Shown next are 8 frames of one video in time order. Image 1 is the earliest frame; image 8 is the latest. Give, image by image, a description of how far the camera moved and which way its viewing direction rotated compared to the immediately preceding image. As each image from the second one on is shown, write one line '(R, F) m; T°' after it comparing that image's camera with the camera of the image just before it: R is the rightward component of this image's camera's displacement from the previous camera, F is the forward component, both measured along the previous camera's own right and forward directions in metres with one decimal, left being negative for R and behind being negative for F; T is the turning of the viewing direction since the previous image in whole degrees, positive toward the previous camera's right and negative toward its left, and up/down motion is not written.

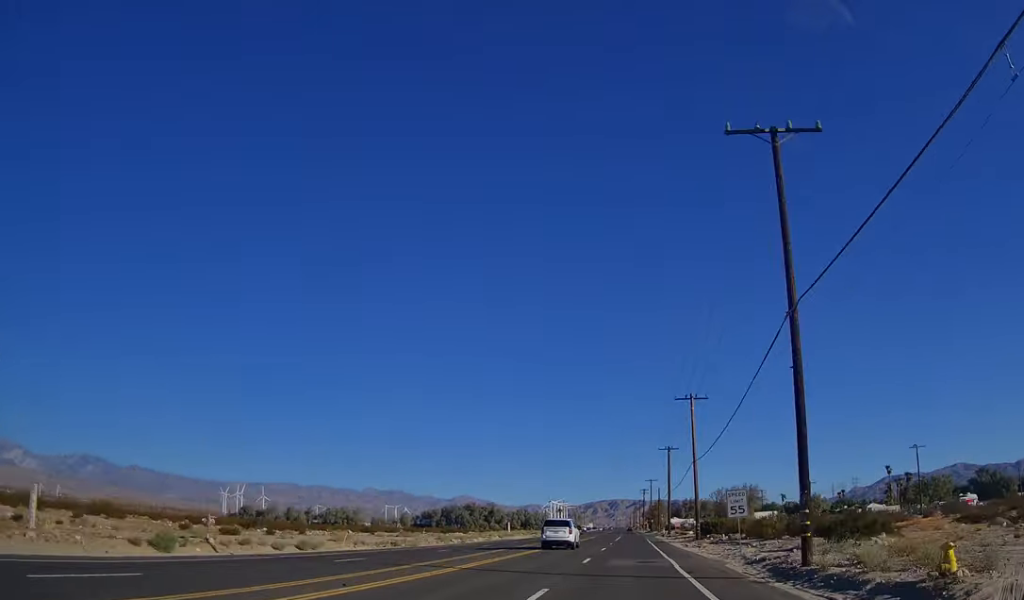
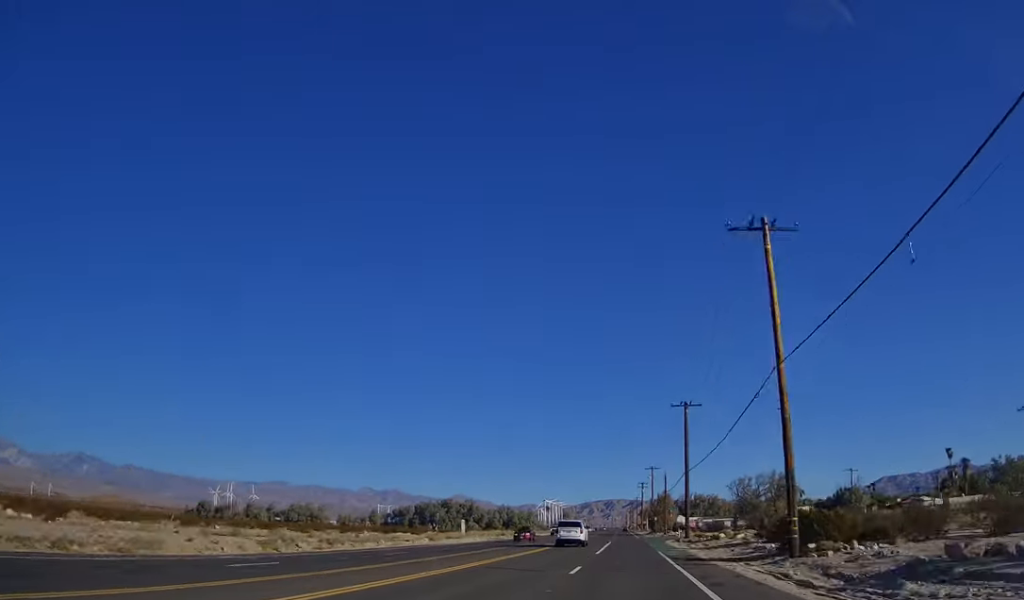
(+0.4, +35.6) m; 0°
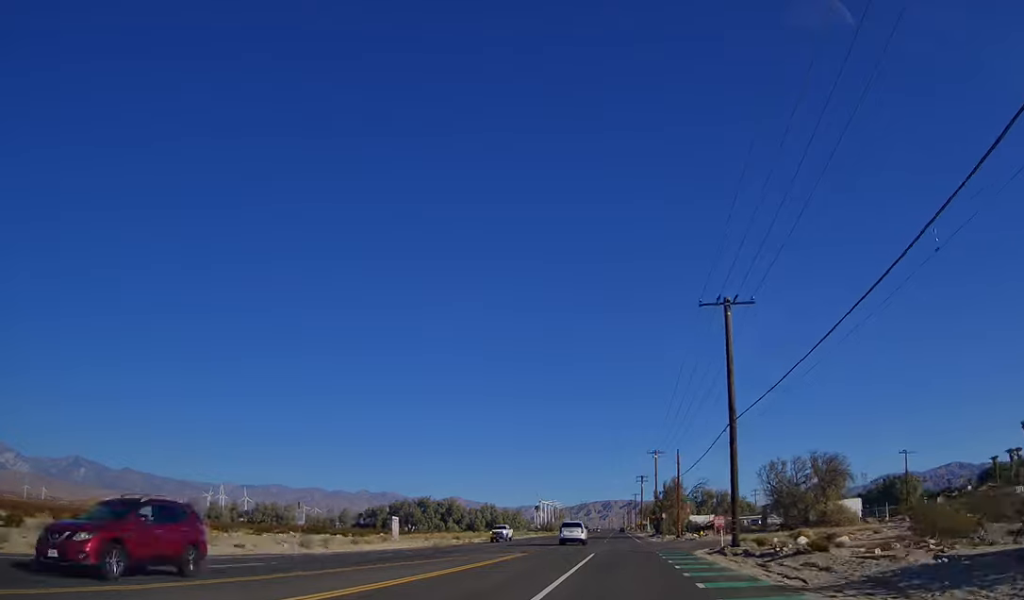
(+0.1, +29.5) m; 0°
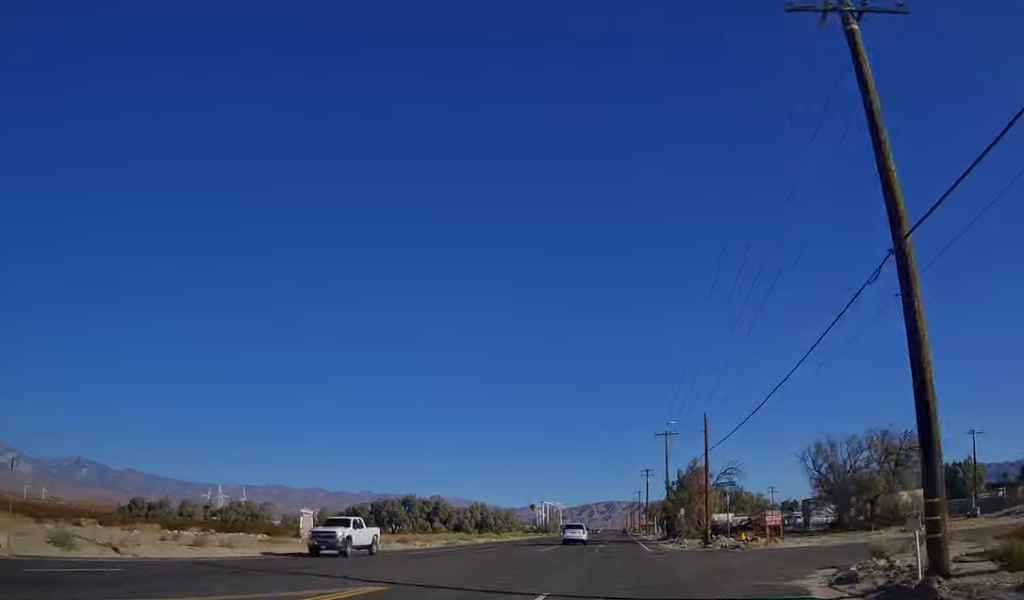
(0.0, +22.1) m; 0°
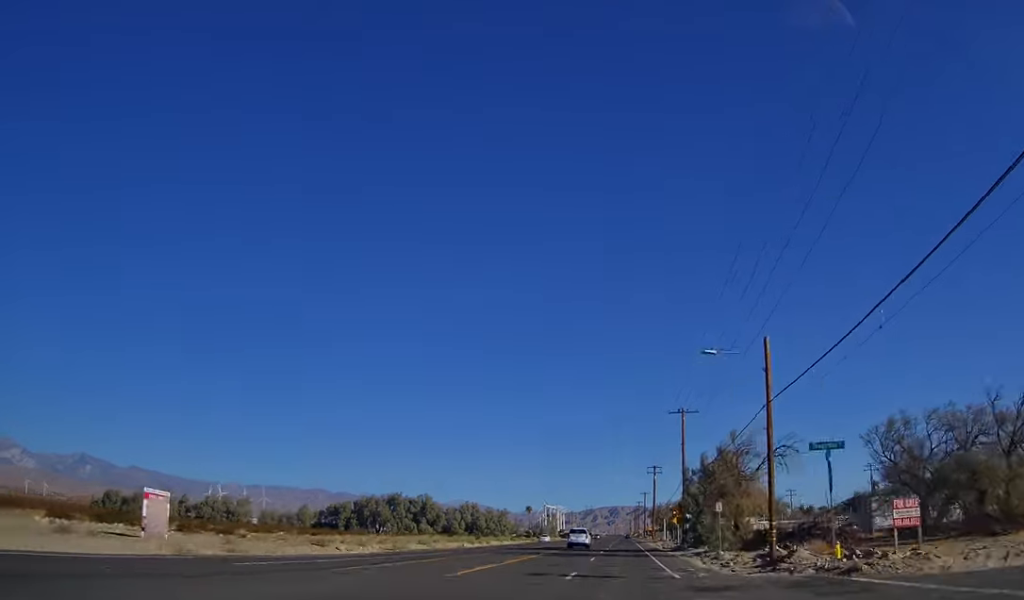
(0.0, +19.0) m; 0°
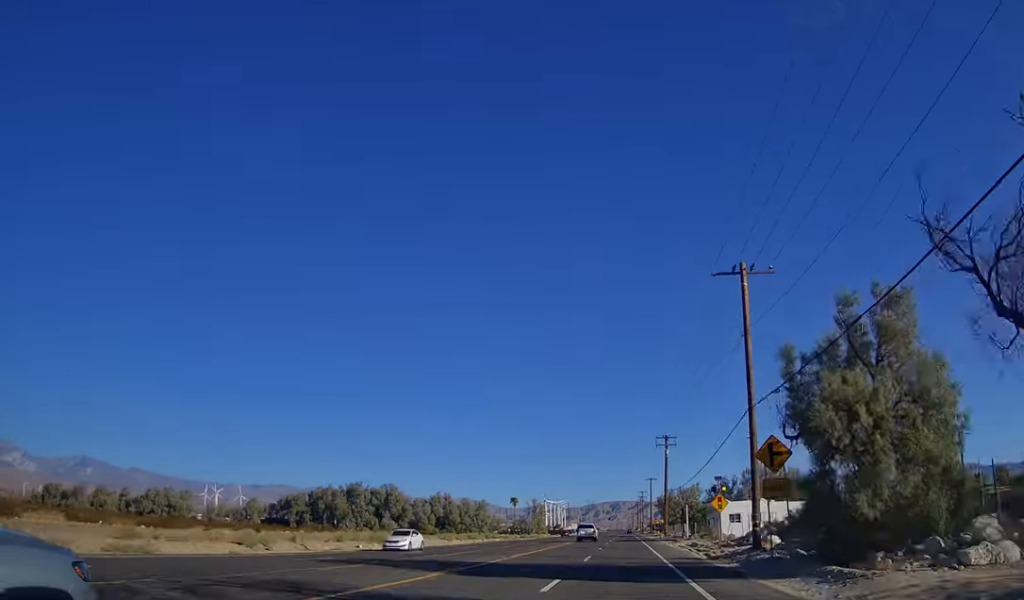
(0.0, +35.2) m; 0°
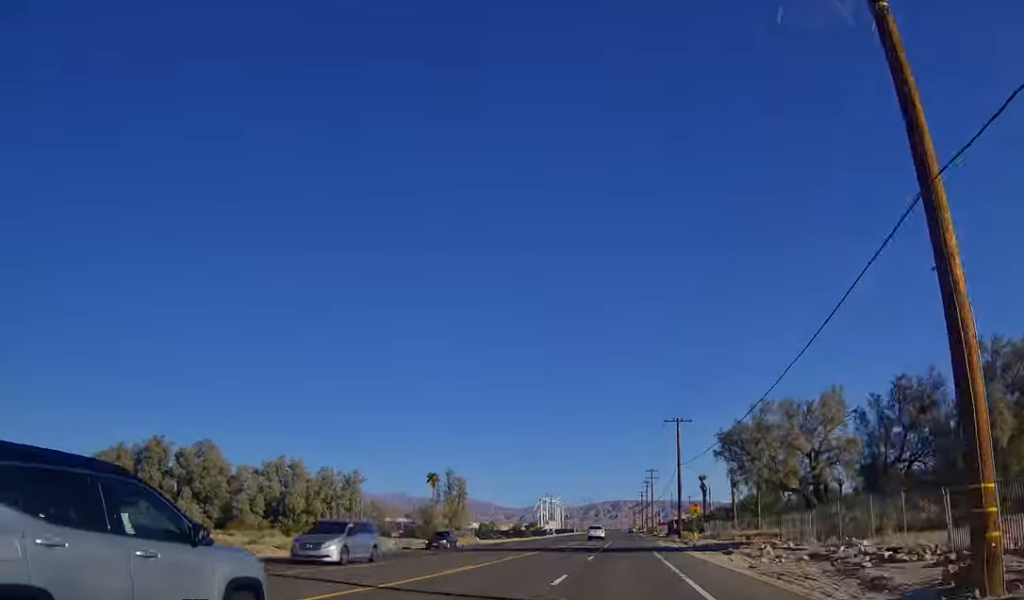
(-0.7, +86.5) m; 0°
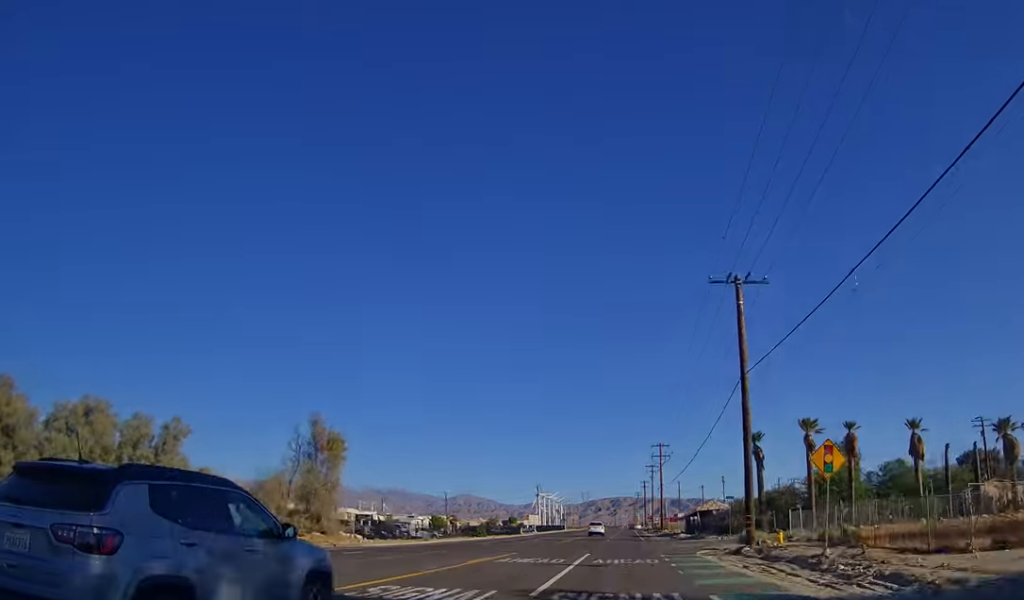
(0.0, +42.1) m; 0°
